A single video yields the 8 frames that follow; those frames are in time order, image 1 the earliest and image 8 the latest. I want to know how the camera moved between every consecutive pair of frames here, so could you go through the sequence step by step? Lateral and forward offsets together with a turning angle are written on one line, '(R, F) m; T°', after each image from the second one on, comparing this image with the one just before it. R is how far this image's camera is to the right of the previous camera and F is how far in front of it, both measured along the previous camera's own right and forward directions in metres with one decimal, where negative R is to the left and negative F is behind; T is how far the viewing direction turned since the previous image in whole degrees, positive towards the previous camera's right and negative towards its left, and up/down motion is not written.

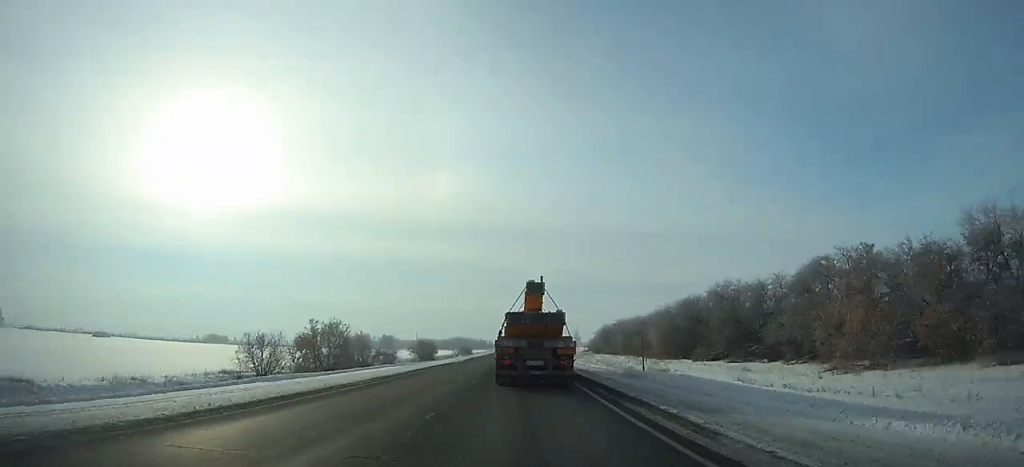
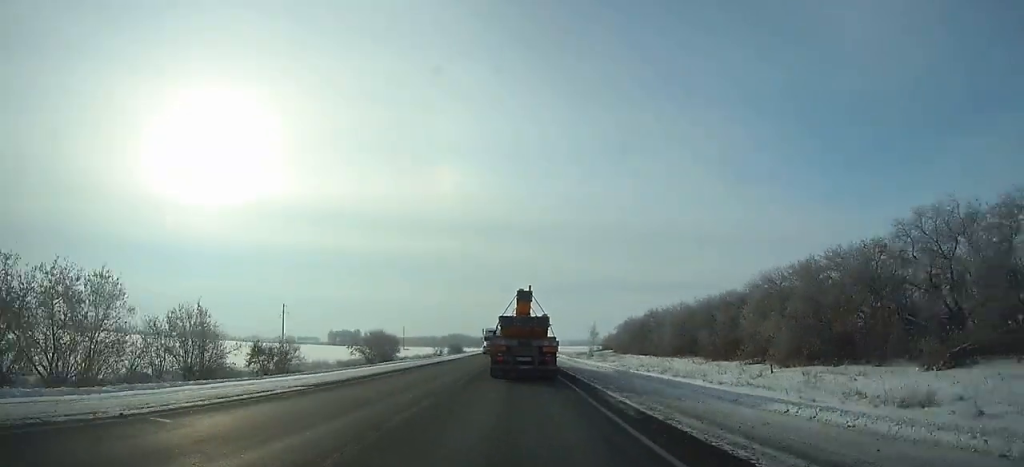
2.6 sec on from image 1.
(-0.2, +49.1) m; 0°
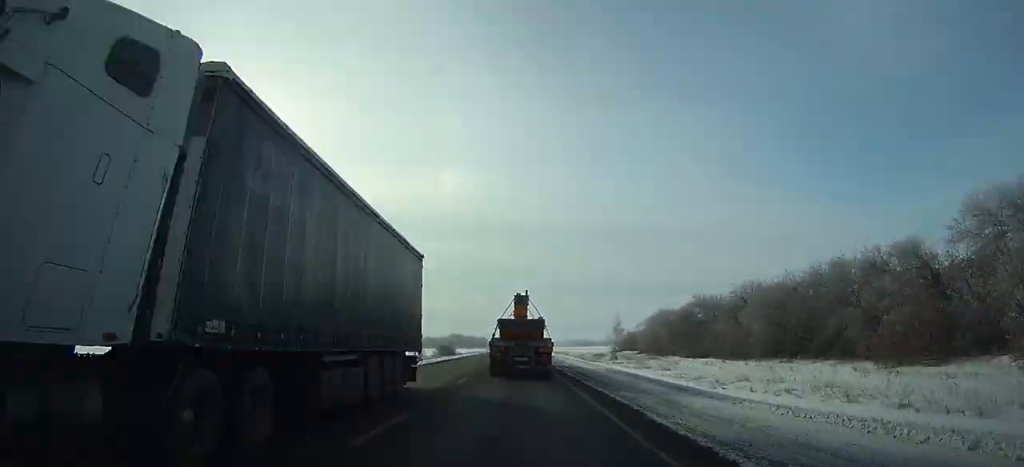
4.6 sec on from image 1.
(-0.1, +38.5) m; 0°
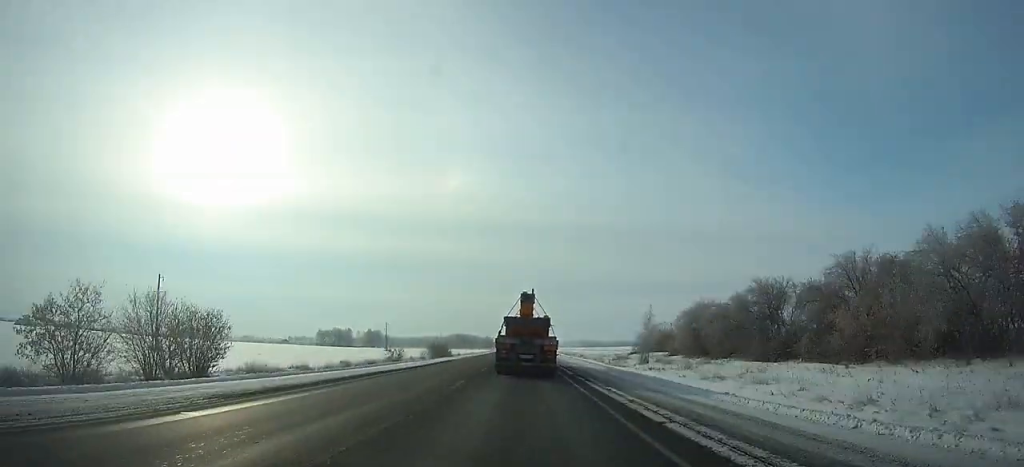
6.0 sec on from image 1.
(0.0, +27.9) m; 0°
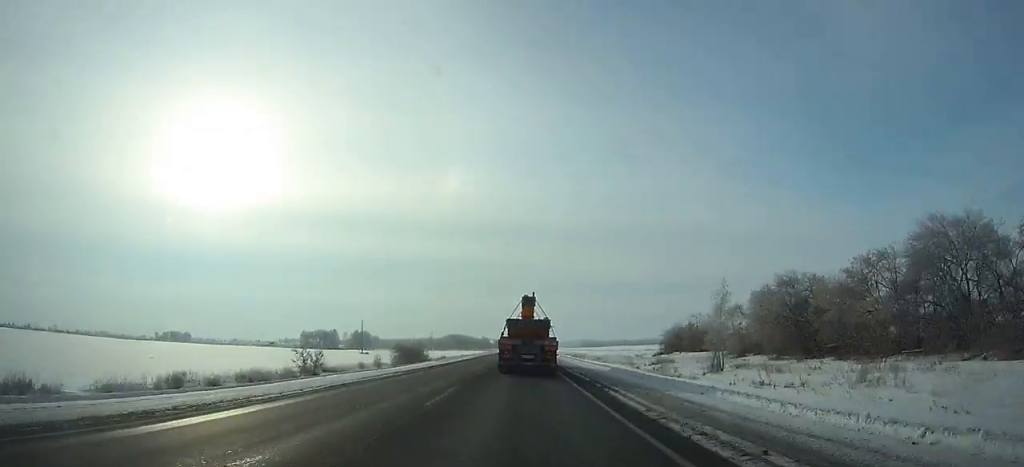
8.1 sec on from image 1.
(-0.1, +43.4) m; 0°
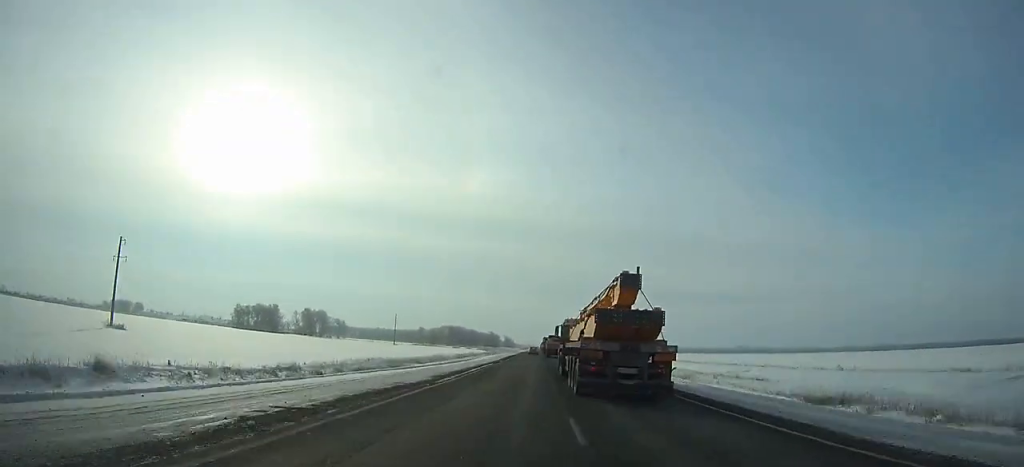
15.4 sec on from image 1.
(-2.4, +170.4) m; -1°
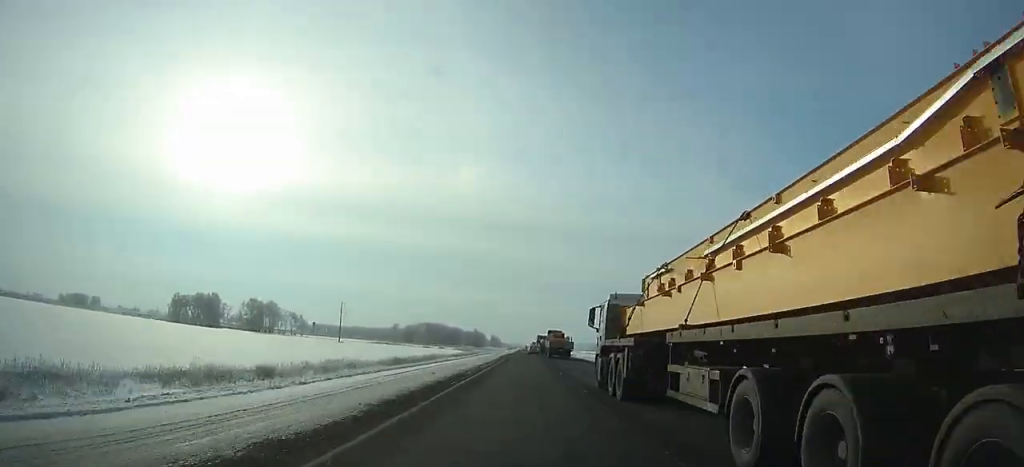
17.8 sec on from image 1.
(+0.5, +59.6) m; +1°
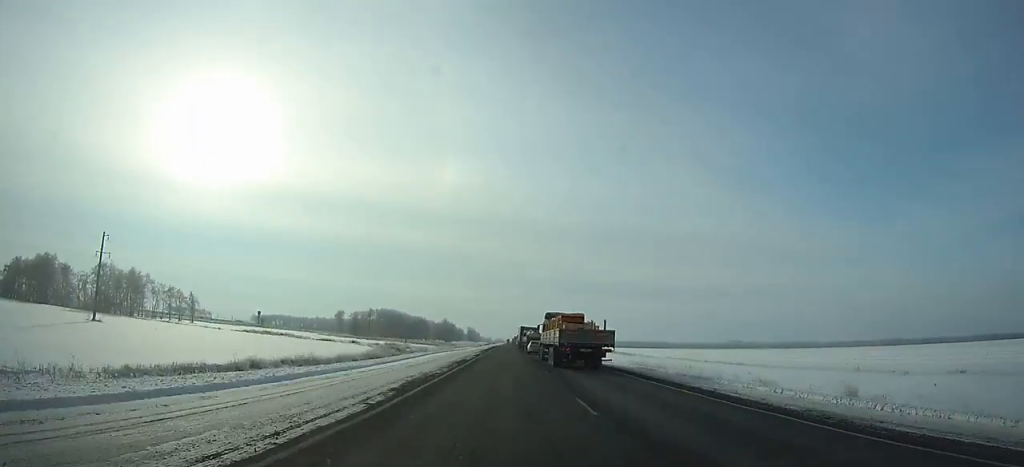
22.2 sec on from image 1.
(+1.5, +104.0) m; +2°
